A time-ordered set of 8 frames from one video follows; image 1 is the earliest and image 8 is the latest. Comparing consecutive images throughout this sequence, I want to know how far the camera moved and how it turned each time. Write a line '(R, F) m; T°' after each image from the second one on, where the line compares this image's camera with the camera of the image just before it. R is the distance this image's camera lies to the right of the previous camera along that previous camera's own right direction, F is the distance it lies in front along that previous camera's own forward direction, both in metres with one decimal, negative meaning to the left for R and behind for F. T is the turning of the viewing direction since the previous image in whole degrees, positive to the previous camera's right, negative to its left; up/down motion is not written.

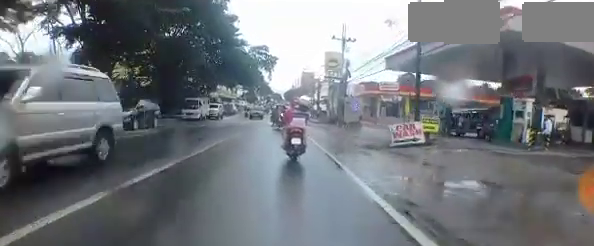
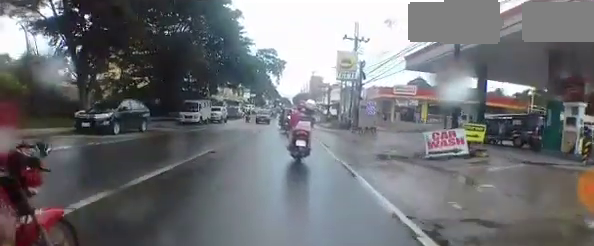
(+0.1, +3.1) m; 0°
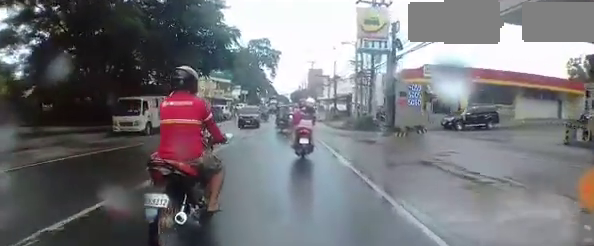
(-0.1, +10.8) m; +1°
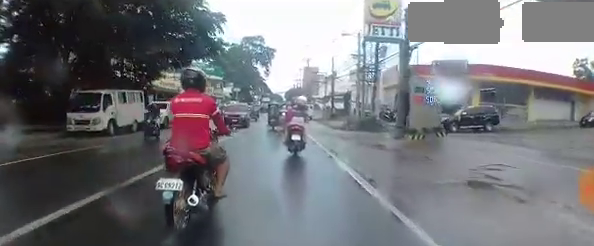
(+0.1, +3.4) m; +2°
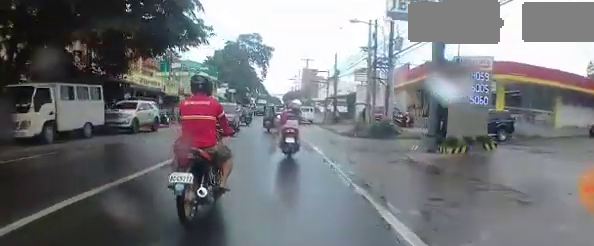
(+0.1, +3.9) m; +2°
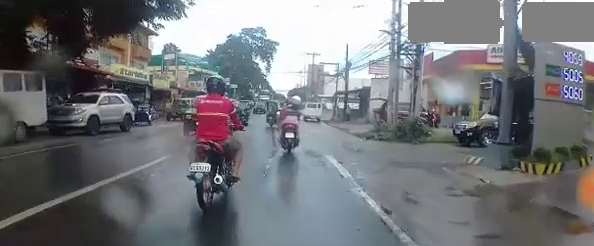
(+0.1, +4.4) m; +2°
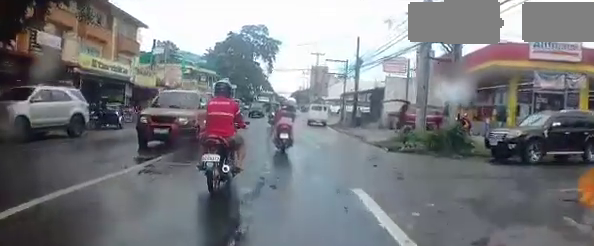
(0.0, +4.2) m; 0°
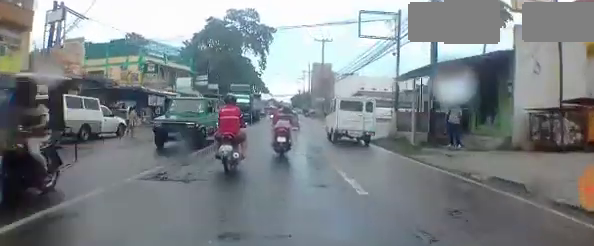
(-0.9, +15.5) m; -4°
